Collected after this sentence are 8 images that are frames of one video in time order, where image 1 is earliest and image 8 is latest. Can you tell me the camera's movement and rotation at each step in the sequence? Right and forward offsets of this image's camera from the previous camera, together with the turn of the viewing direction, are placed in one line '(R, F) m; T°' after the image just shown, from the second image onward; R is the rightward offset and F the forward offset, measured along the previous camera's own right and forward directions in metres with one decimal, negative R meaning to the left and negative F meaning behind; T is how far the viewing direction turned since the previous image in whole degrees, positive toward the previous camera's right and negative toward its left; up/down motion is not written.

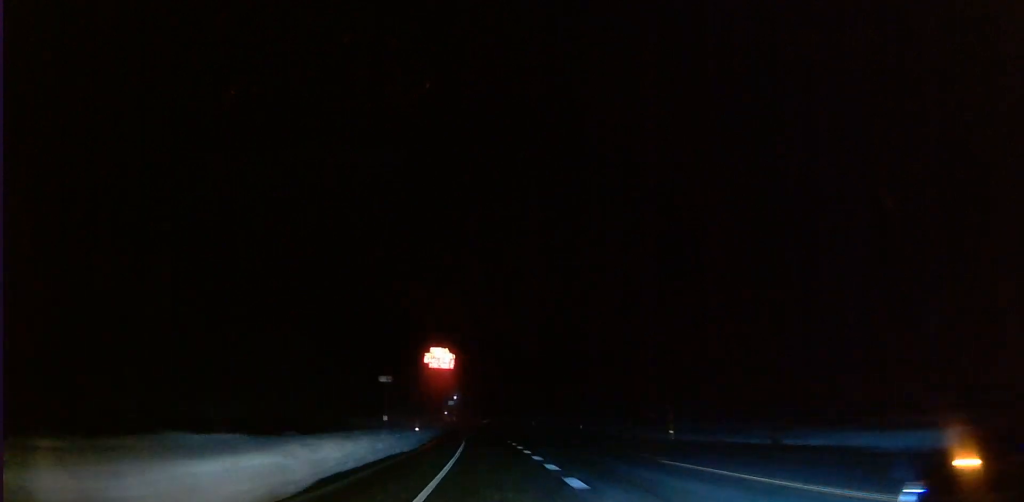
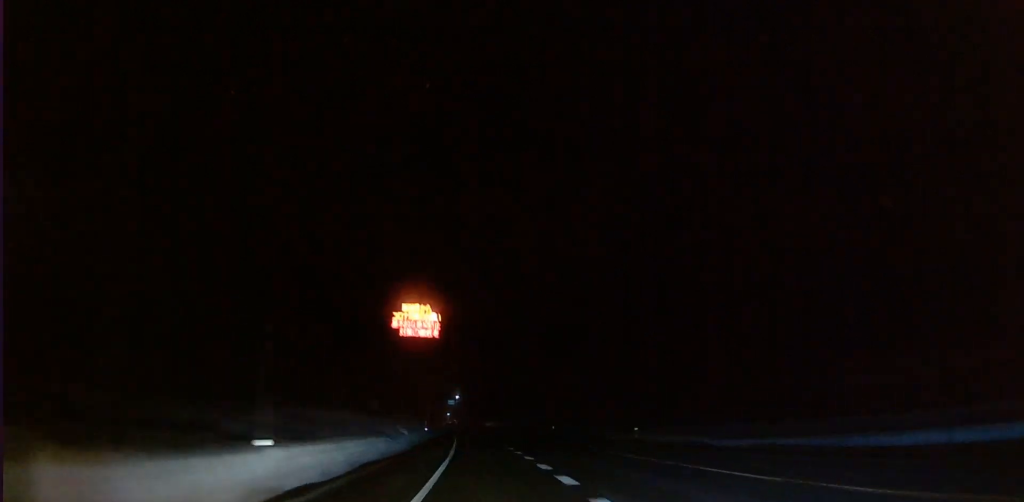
(0.0, +19.9) m; 0°
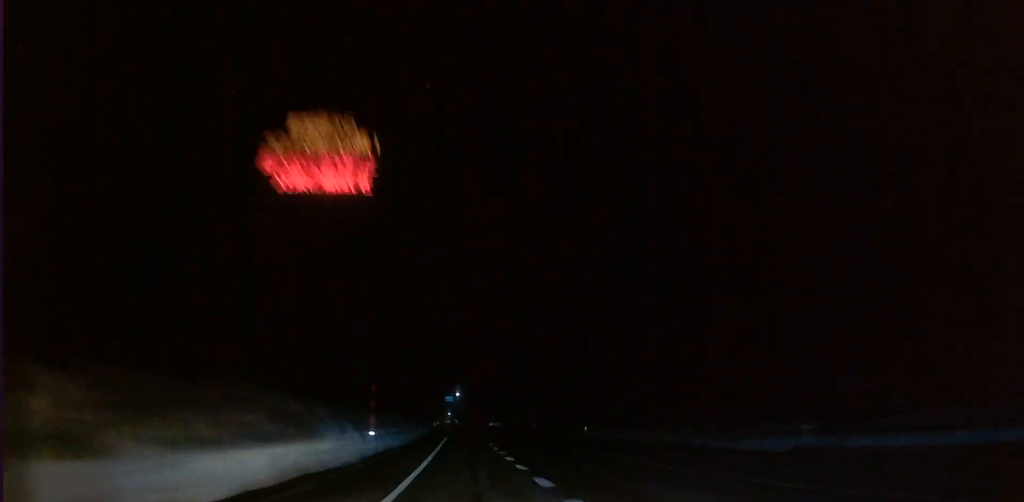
(0.0, +19.6) m; 0°
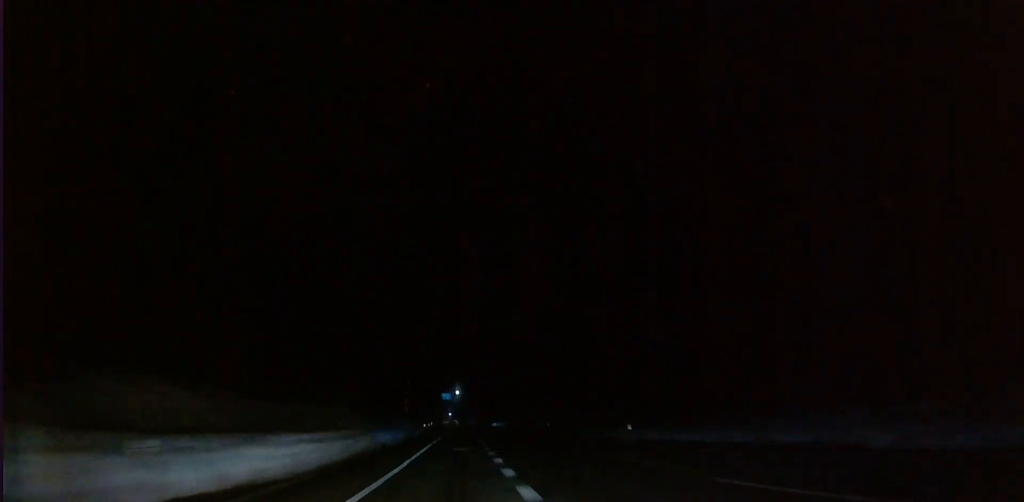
(0.0, +15.8) m; 0°
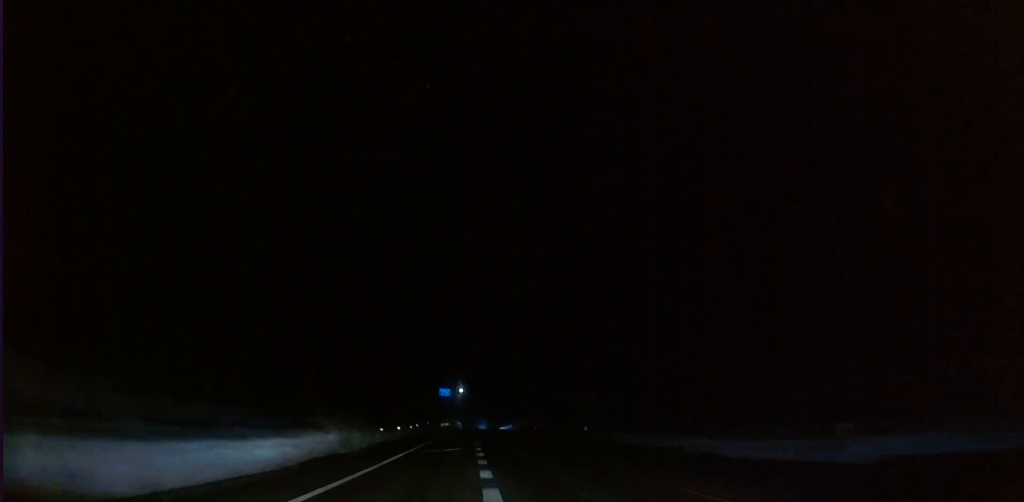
(0.0, +24.8) m; 0°
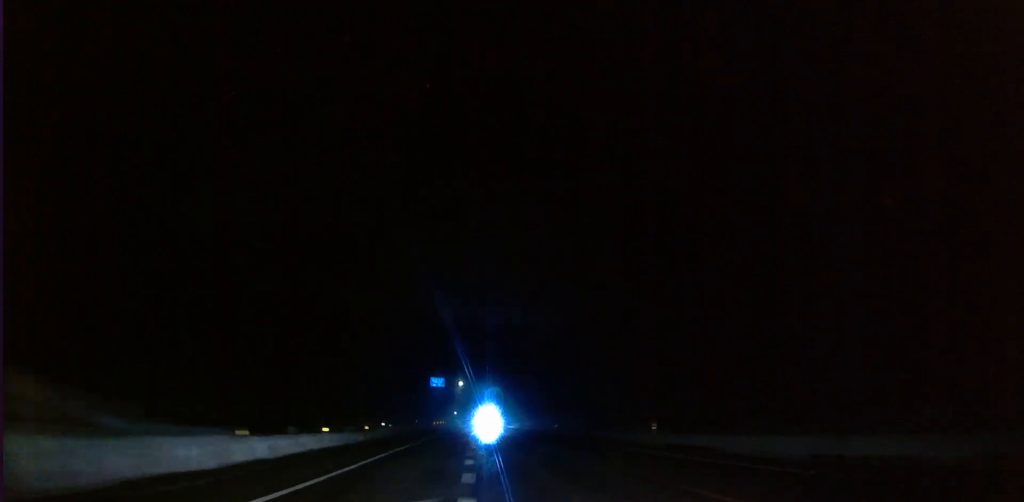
(0.0, +21.8) m; 0°
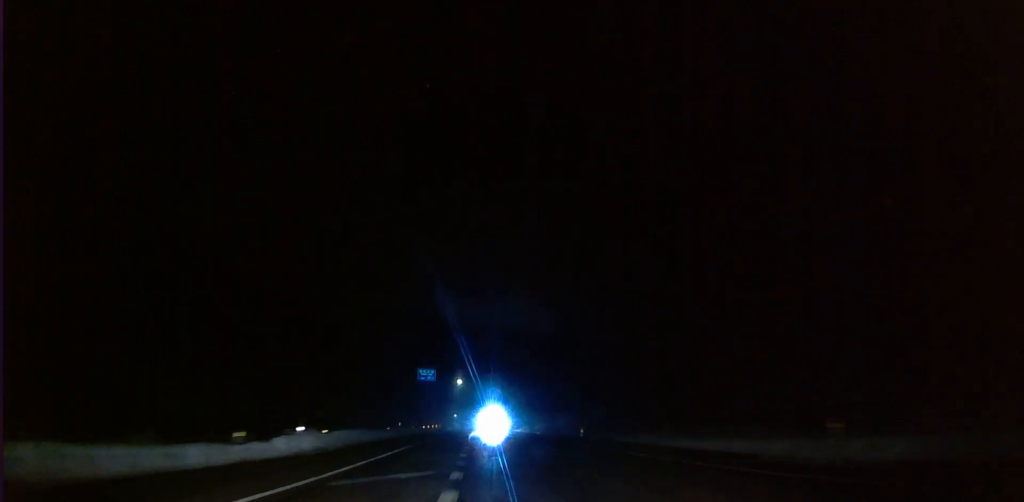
(0.0, +18.3) m; 0°
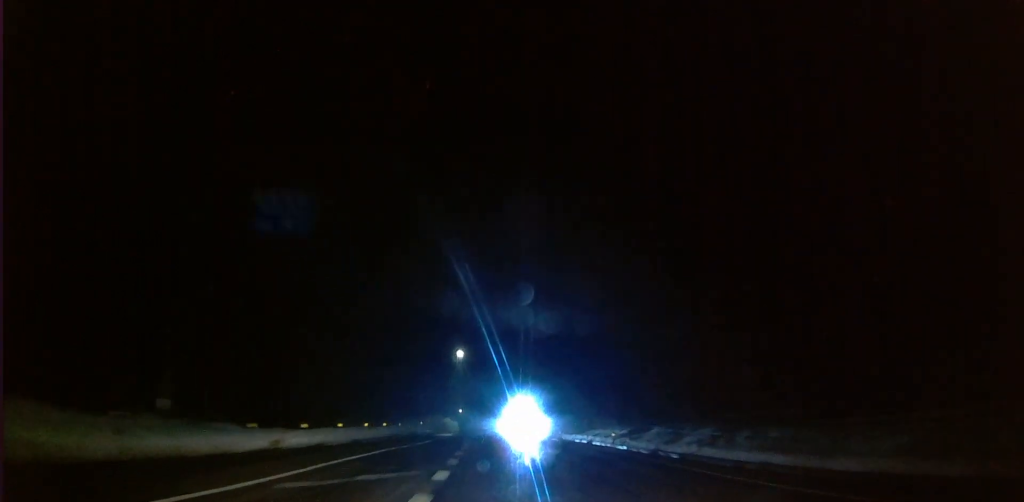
(0.0, +52.0) m; 0°
